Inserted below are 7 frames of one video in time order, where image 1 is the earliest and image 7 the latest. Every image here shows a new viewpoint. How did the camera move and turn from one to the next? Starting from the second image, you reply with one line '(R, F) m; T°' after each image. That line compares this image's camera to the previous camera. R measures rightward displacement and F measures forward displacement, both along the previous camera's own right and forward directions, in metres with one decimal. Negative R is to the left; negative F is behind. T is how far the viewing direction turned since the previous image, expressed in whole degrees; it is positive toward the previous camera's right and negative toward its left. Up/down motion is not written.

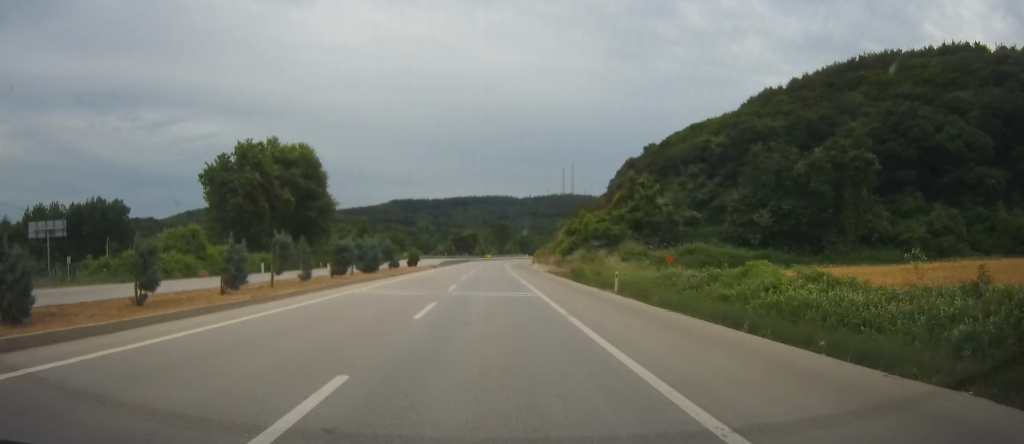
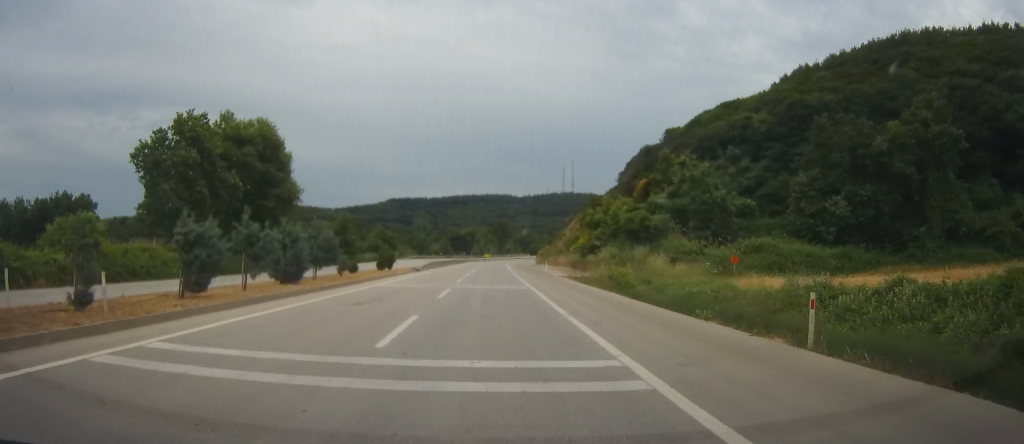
(-0.2, +16.9) m; 0°
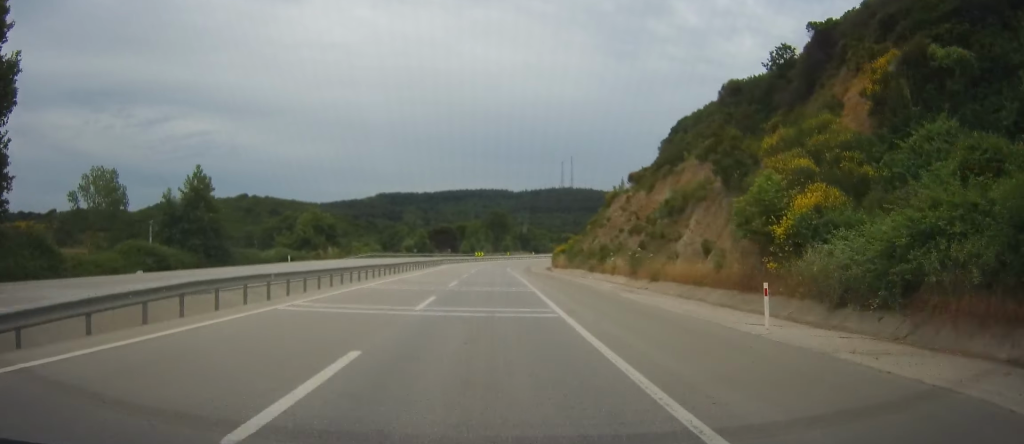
(-0.3, +55.2) m; 0°
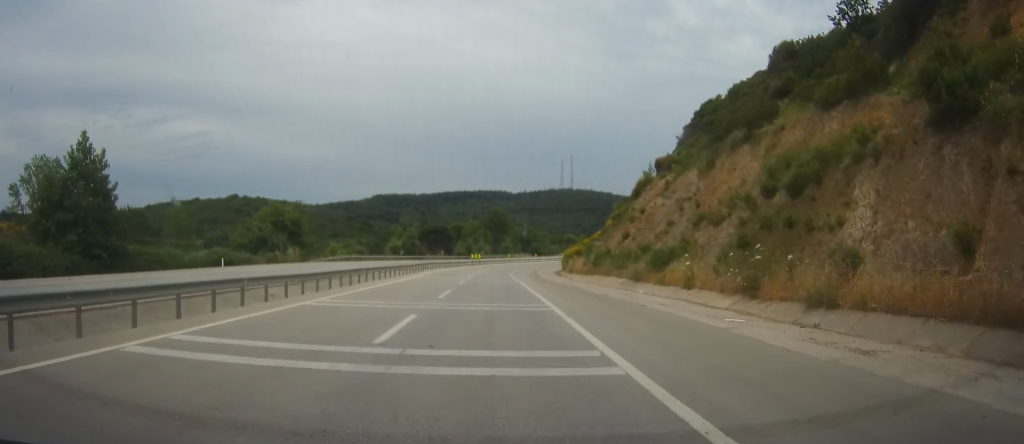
(+0.2, +18.7) m; +1°
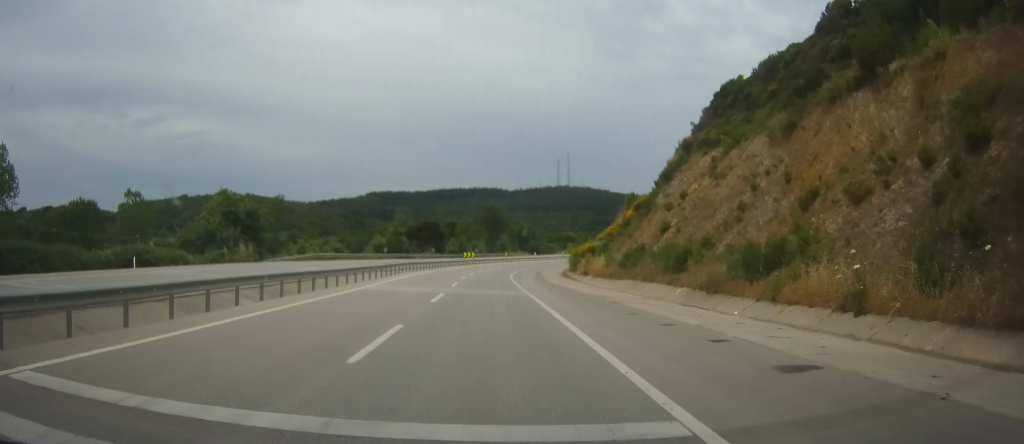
(+0.1, +14.3) m; 0°
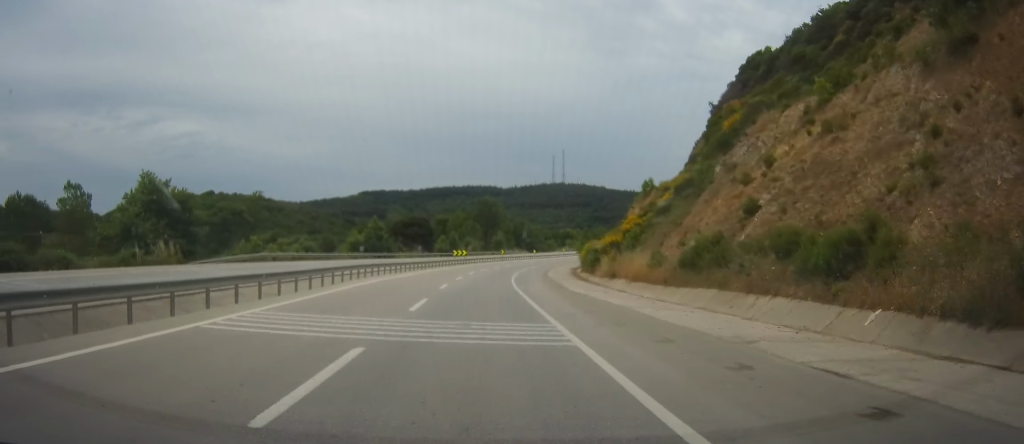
(+0.1, +15.9) m; 0°
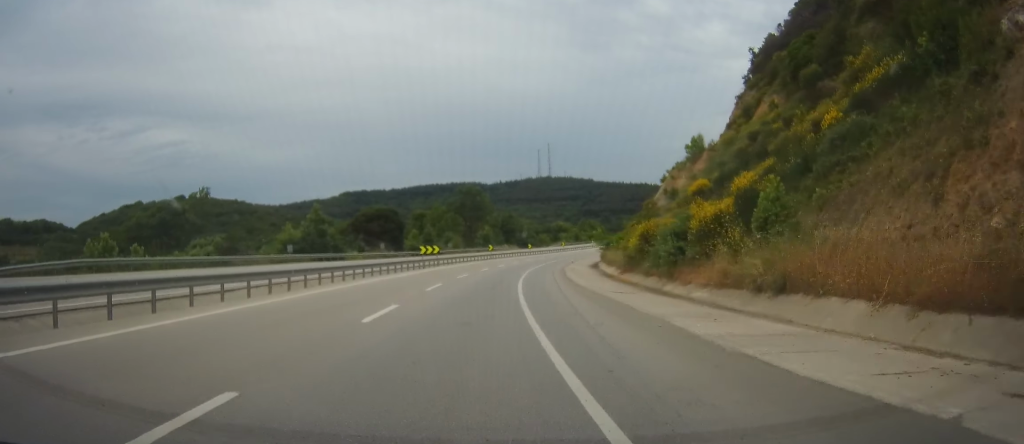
(-0.2, +27.9) m; +1°
